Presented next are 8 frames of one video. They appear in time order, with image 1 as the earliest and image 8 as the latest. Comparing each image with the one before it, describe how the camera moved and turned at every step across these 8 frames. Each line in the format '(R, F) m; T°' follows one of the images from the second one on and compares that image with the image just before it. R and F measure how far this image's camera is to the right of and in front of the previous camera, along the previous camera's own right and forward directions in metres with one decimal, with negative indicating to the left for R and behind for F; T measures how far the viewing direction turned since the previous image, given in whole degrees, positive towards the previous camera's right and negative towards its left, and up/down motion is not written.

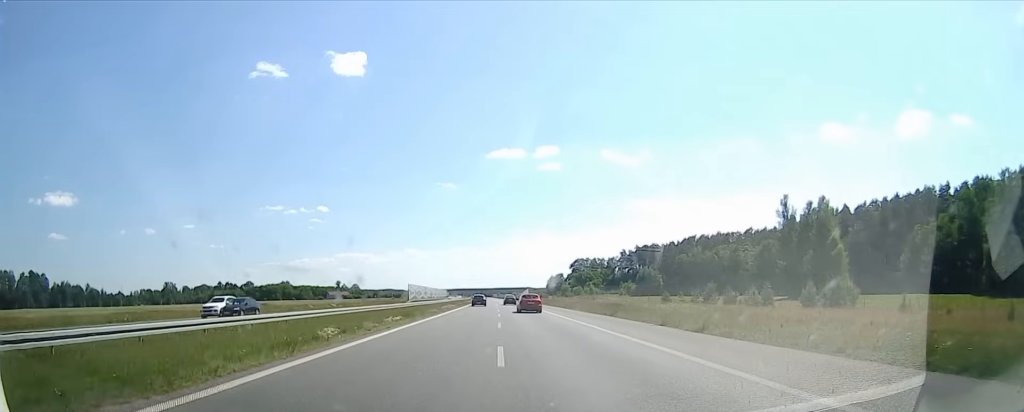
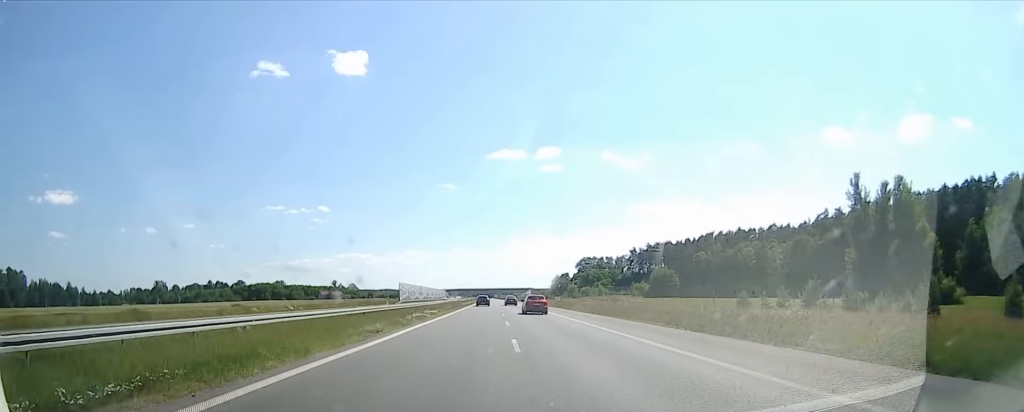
(-0.4, +21.4) m; 0°
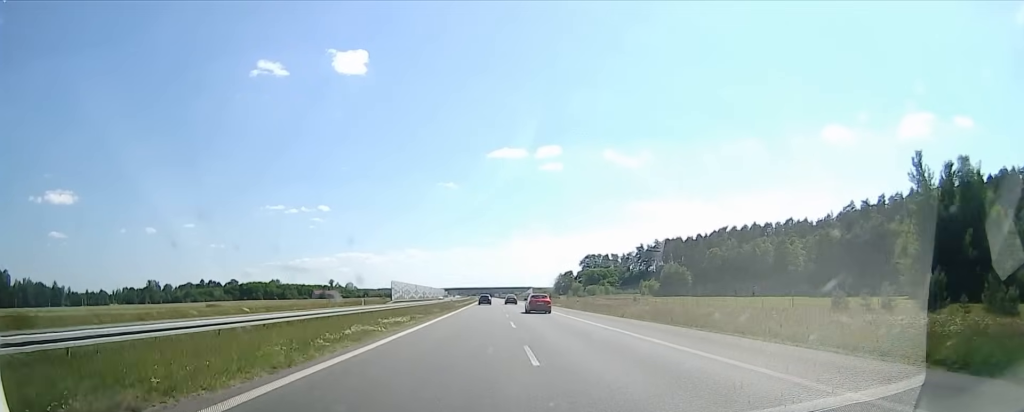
(+0.4, +14.7) m; +1°
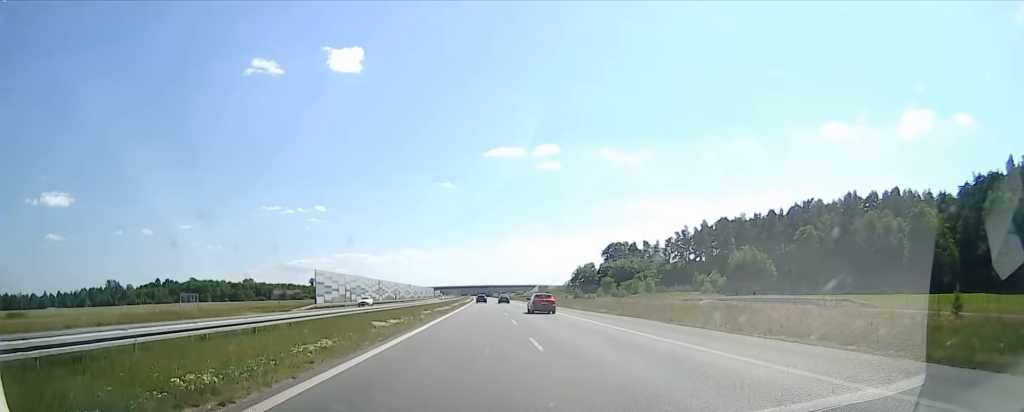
(+1.0, +69.9) m; +1°
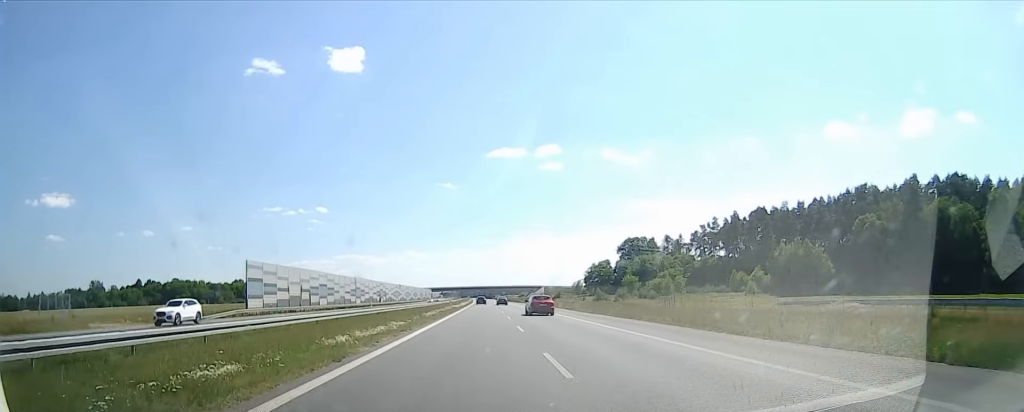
(0.0, +28.5) m; -1°
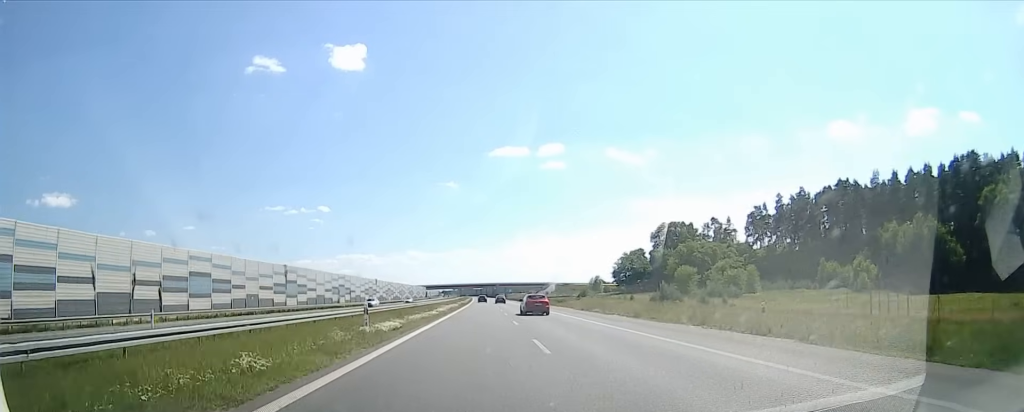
(-0.9, +44.4) m; -1°
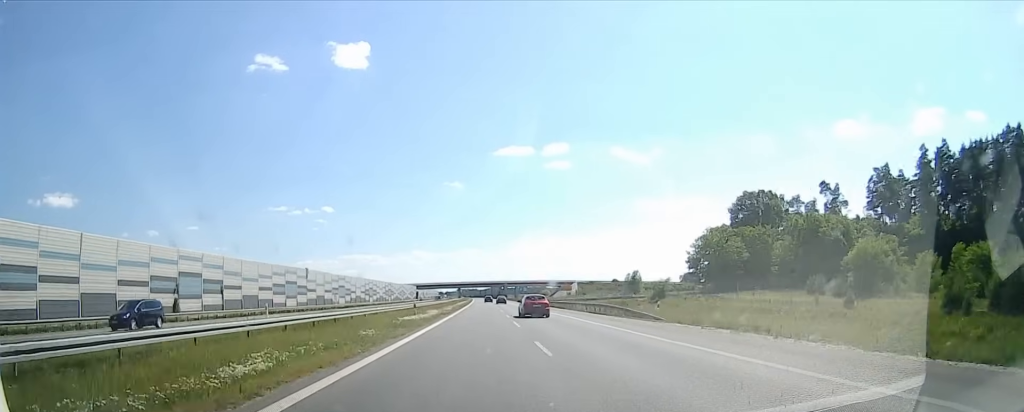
(+0.2, +60.6) m; 0°
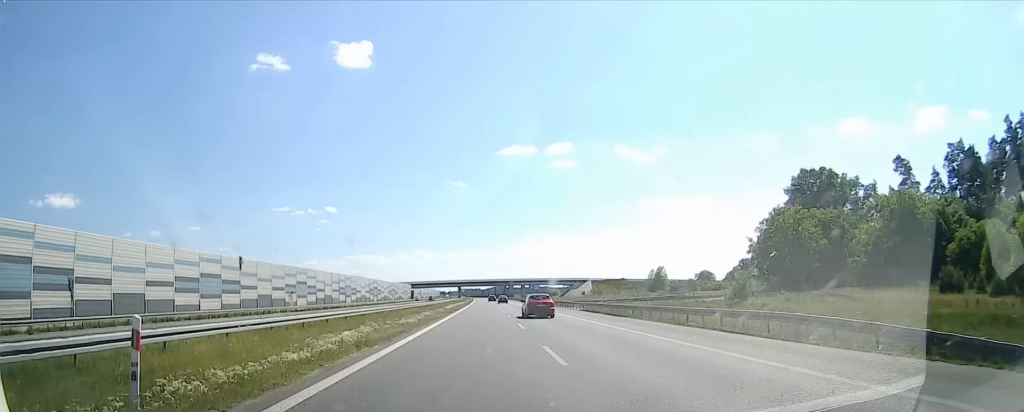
(-0.3, +26.3) m; 0°
